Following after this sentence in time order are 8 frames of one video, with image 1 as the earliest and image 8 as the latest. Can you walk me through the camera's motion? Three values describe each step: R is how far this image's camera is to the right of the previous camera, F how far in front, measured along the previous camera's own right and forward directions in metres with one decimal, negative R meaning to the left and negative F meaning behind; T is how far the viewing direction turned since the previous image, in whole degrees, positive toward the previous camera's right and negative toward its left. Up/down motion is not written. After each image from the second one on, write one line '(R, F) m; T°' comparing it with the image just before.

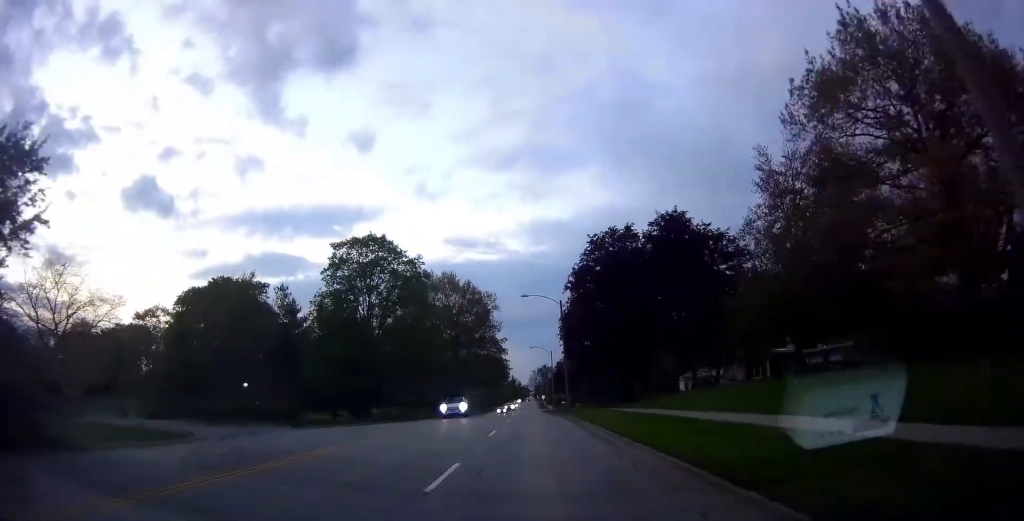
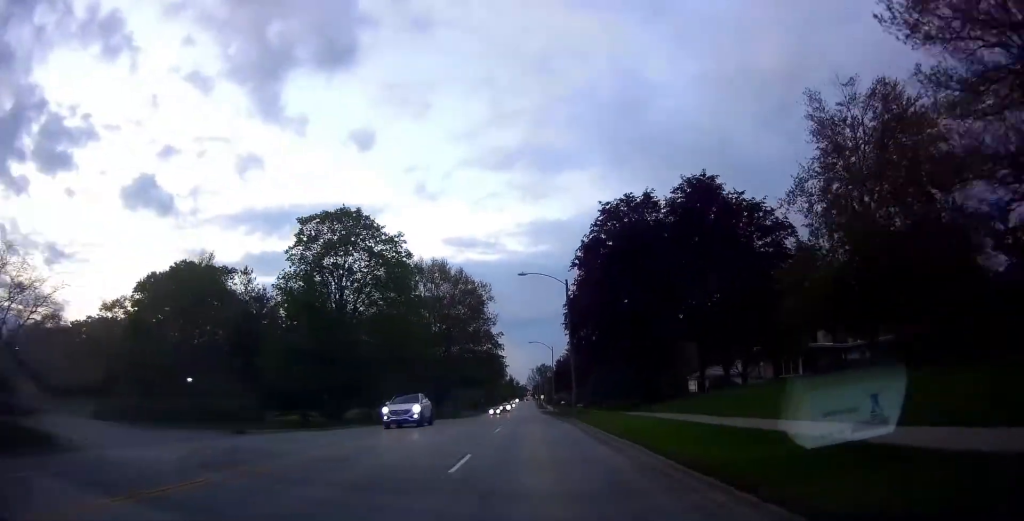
(0.0, +8.6) m; 0°
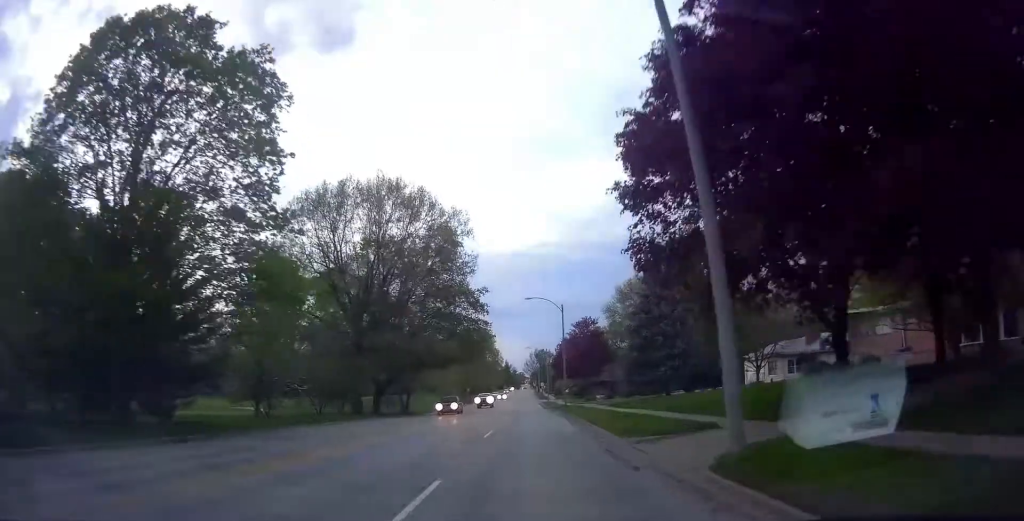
(0.0, +28.2) m; +1°
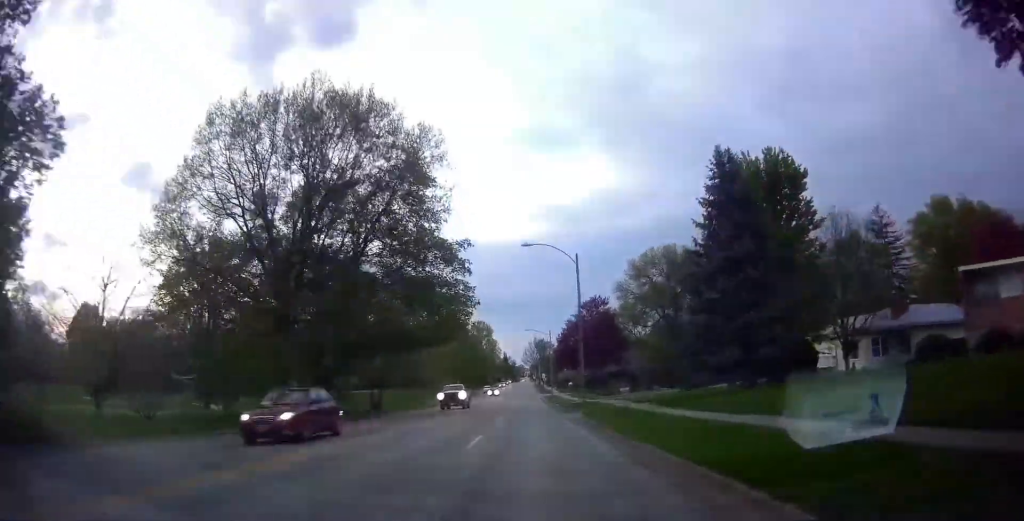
(+0.1, +16.6) m; -2°
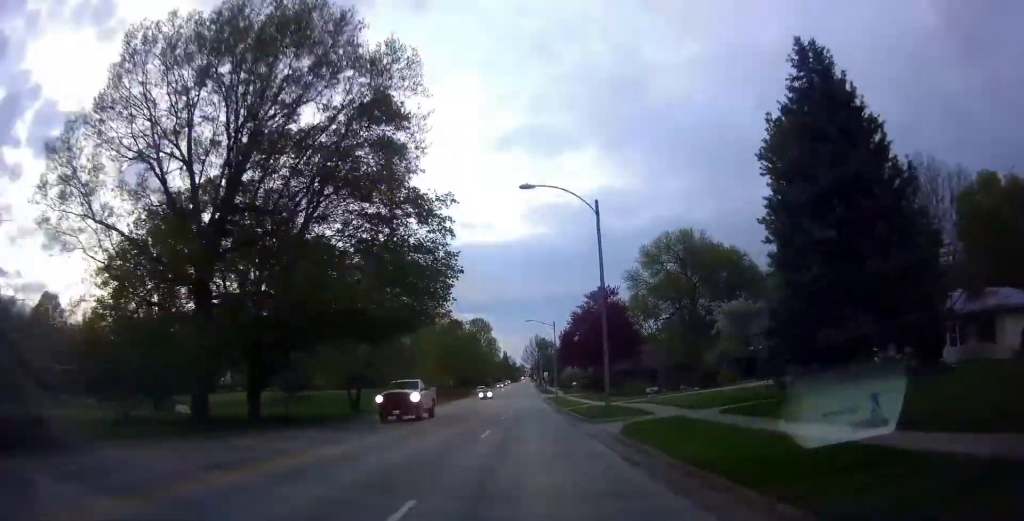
(-0.2, +10.3) m; -1°
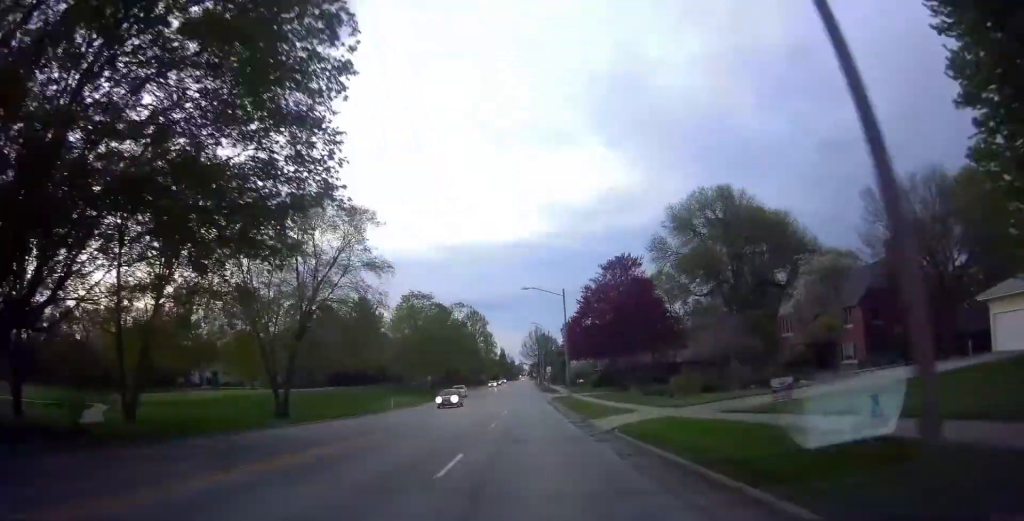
(-0.1, +19.5) m; +1°
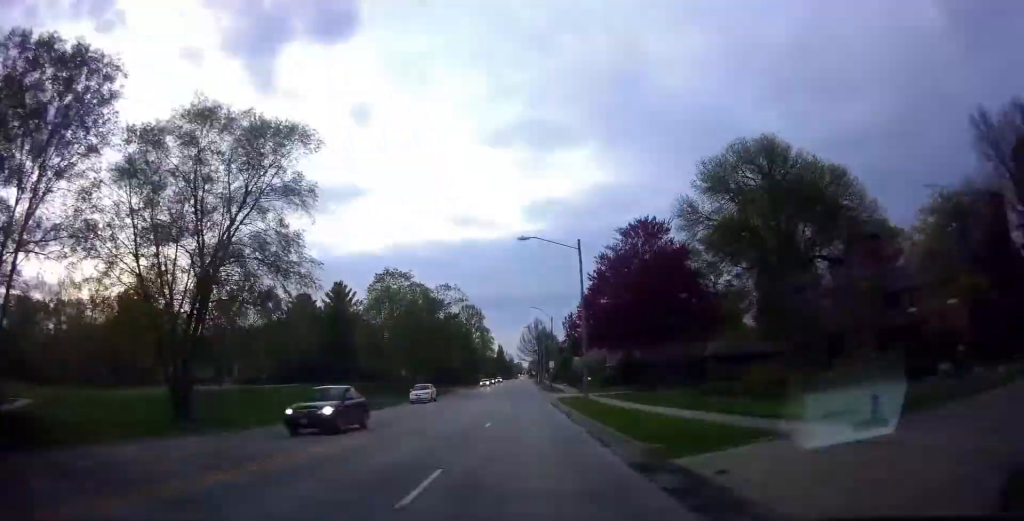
(+0.3, +13.7) m; +1°
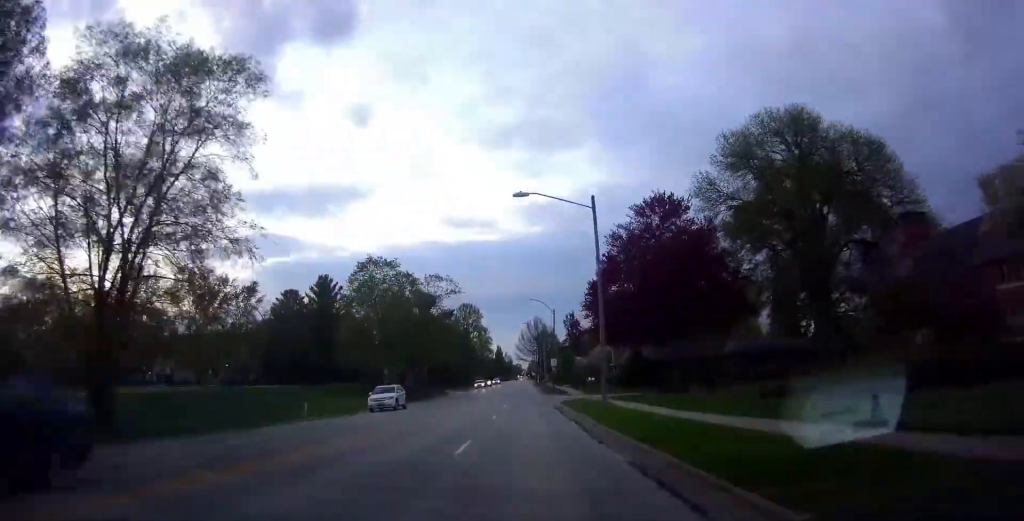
(0.0, +7.4) m; 0°
